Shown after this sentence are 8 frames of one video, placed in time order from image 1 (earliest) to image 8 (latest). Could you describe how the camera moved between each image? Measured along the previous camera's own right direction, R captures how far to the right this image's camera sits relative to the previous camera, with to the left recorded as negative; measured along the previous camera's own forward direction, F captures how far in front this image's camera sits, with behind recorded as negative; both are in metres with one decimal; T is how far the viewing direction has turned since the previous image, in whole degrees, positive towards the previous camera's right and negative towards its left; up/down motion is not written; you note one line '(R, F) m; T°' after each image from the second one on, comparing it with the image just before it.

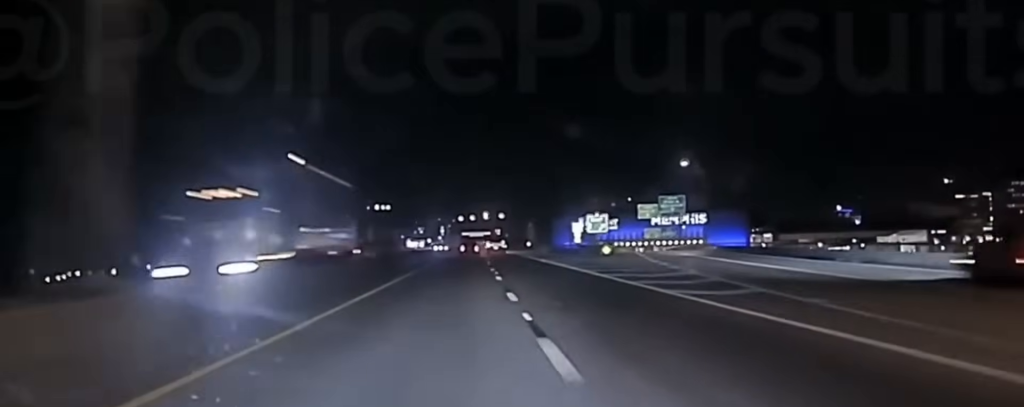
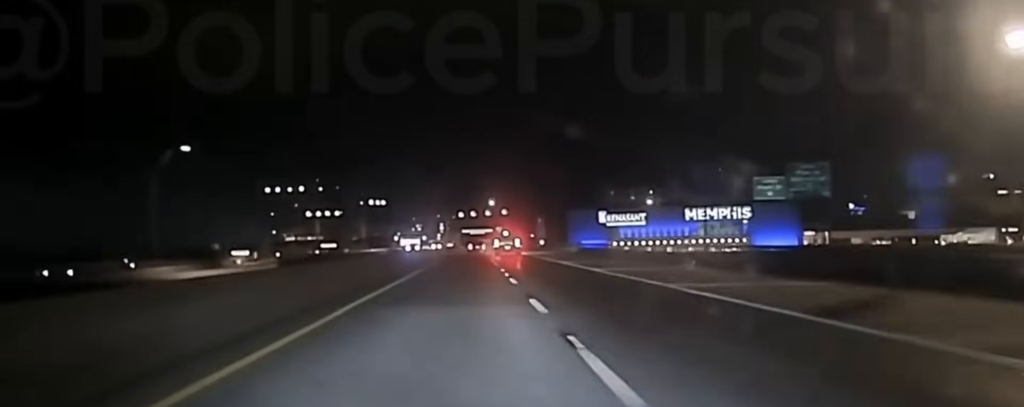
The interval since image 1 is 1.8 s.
(-0.4, +74.1) m; -1°
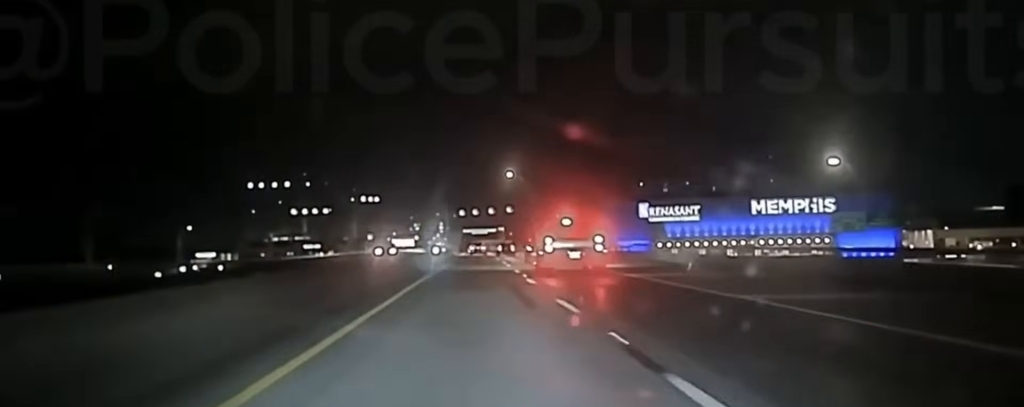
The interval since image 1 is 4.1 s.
(+0.4, +86.7) m; +1°
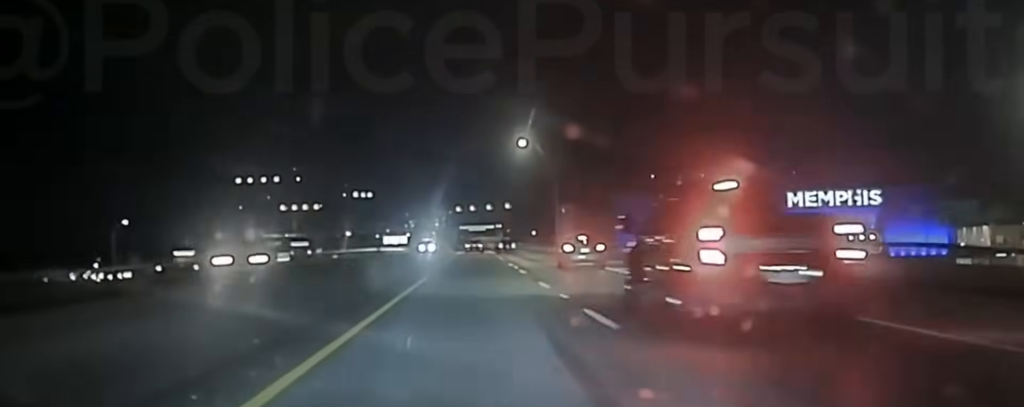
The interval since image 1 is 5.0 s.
(0.0, +41.5) m; 0°
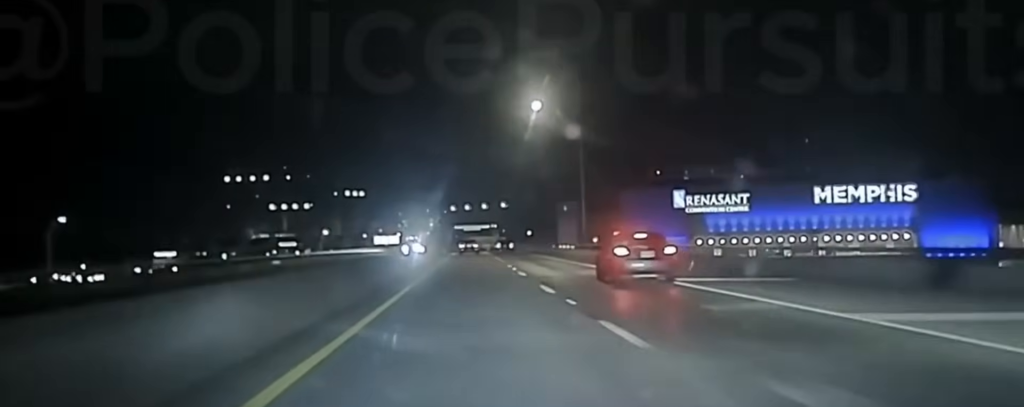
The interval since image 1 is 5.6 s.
(0.0, +30.0) m; 0°
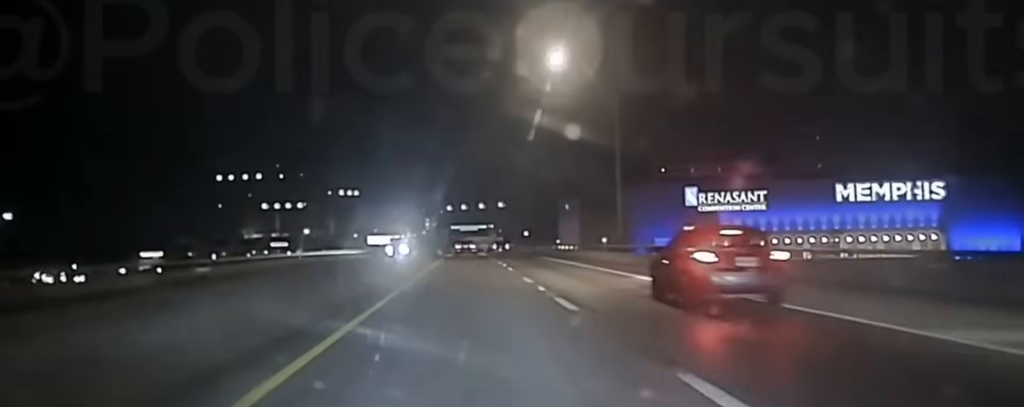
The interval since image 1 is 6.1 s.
(+0.1, +21.2) m; 0°
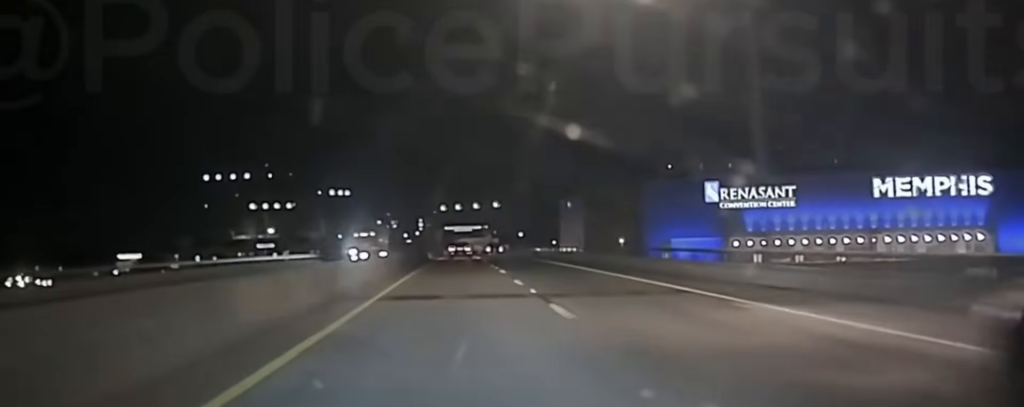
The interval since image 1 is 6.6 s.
(0.0, +27.5) m; 0°
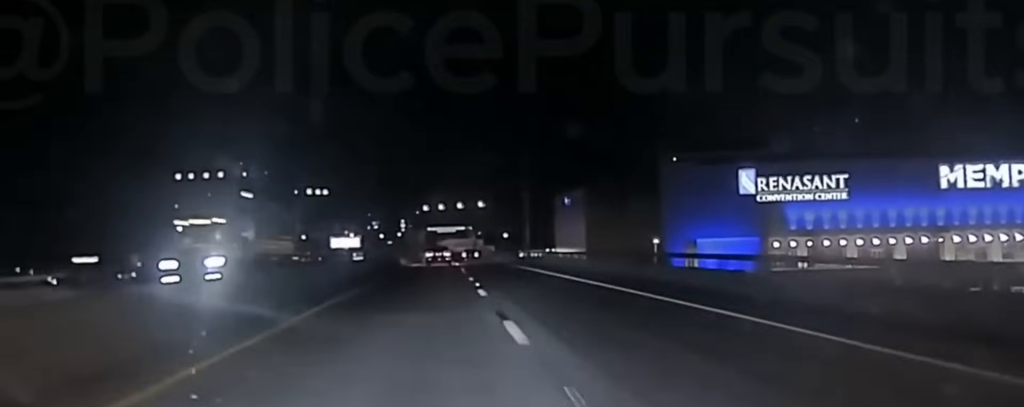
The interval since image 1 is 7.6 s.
(+0.3, +43.3) m; +1°
